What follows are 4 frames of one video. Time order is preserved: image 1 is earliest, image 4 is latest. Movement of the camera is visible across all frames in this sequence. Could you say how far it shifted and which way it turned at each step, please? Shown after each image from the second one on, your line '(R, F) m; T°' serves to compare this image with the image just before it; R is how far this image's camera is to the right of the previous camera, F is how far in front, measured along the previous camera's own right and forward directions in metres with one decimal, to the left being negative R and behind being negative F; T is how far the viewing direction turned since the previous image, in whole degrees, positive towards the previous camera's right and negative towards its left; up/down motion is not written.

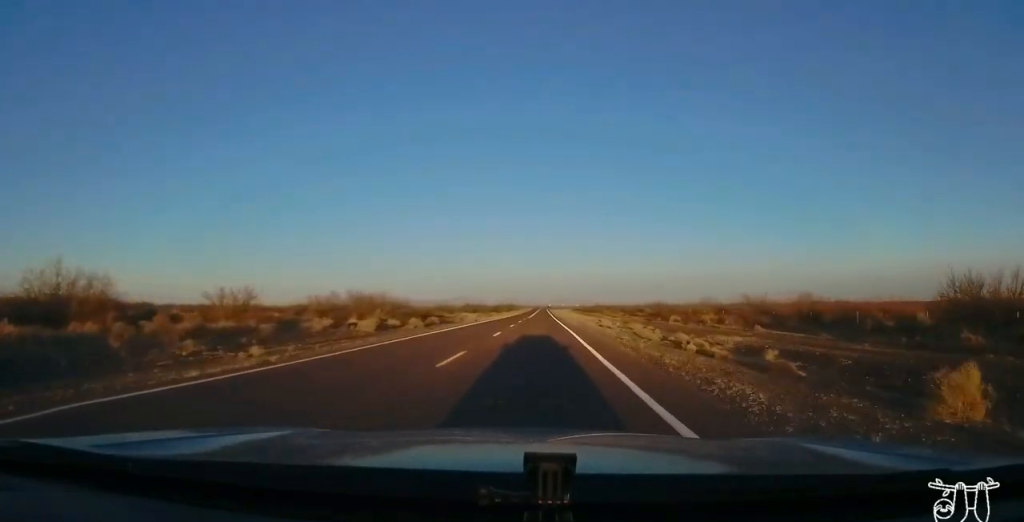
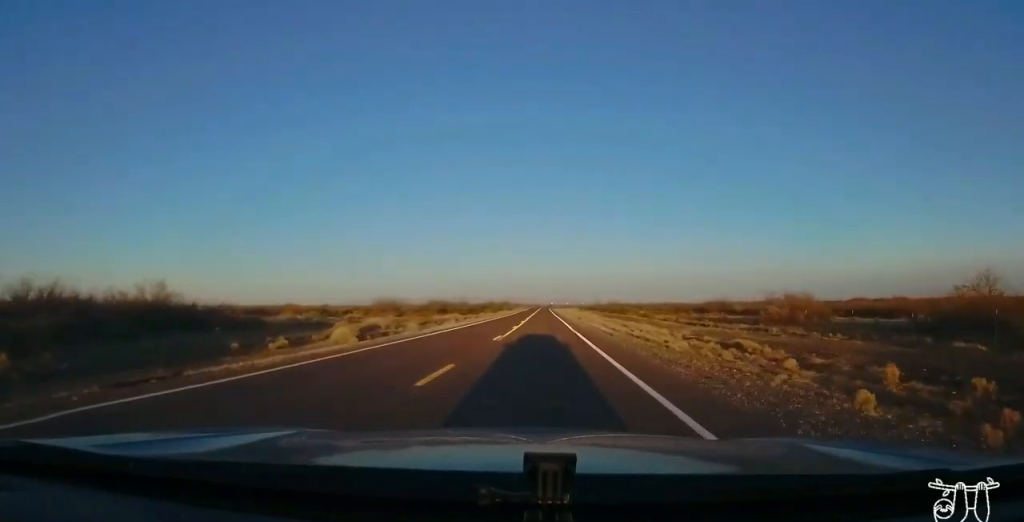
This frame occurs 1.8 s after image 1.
(+0.5, +51.8) m; +1°
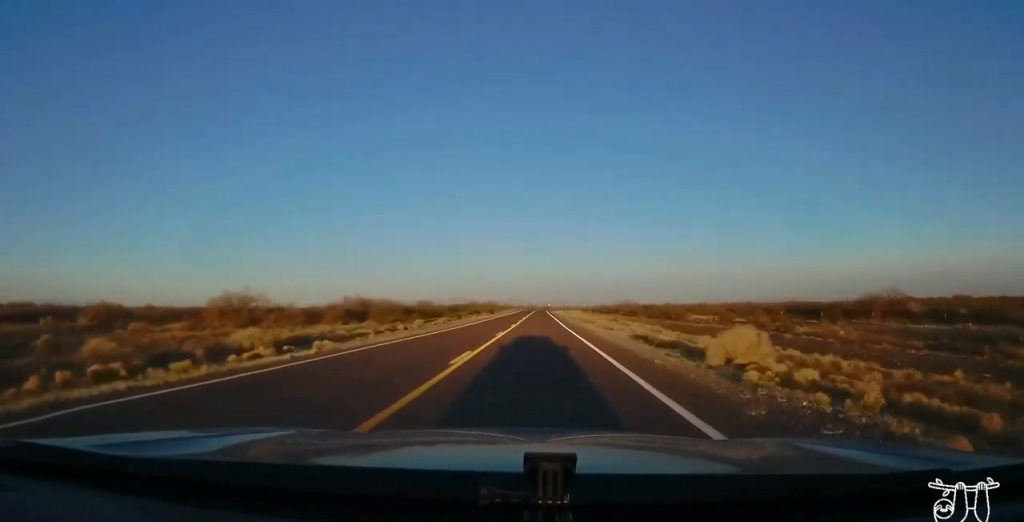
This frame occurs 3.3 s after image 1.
(-0.5, +45.8) m; -1°
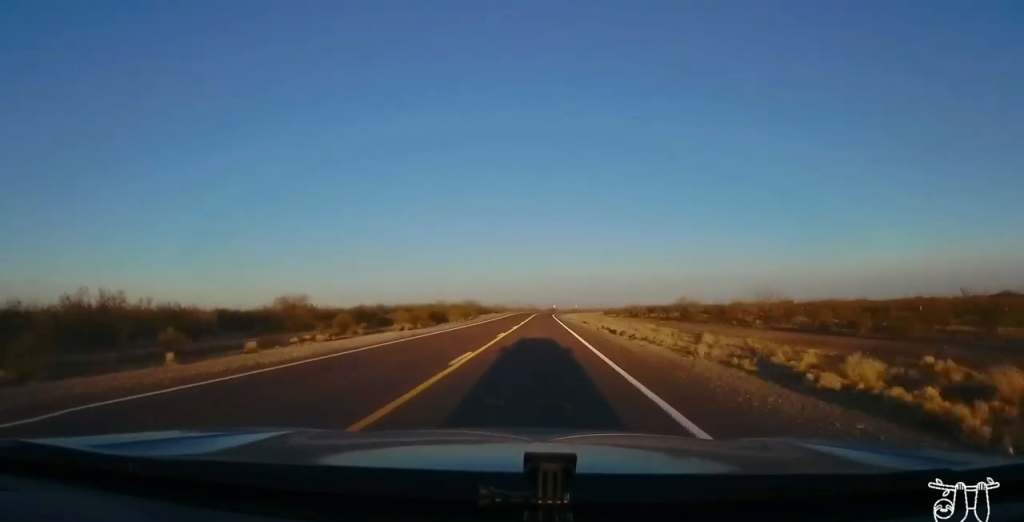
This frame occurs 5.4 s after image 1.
(+1.0, +61.5) m; +1°
